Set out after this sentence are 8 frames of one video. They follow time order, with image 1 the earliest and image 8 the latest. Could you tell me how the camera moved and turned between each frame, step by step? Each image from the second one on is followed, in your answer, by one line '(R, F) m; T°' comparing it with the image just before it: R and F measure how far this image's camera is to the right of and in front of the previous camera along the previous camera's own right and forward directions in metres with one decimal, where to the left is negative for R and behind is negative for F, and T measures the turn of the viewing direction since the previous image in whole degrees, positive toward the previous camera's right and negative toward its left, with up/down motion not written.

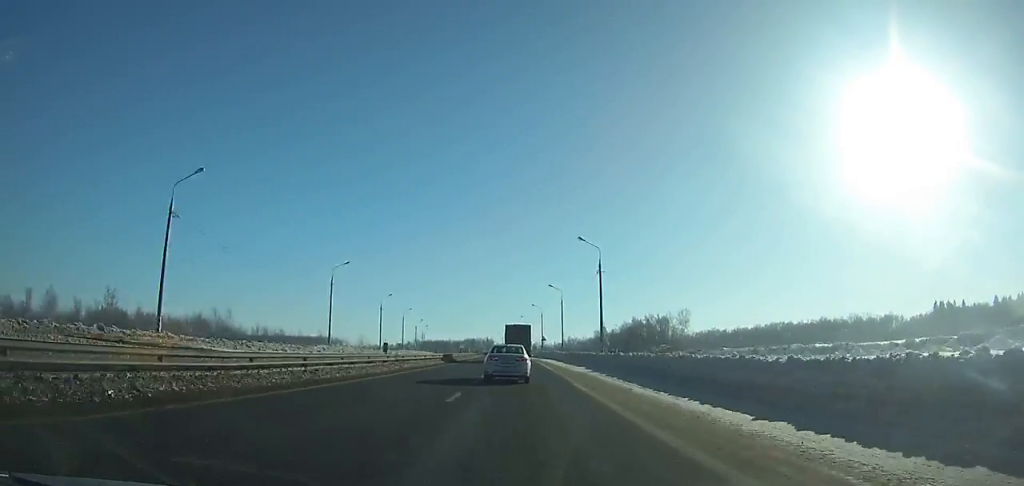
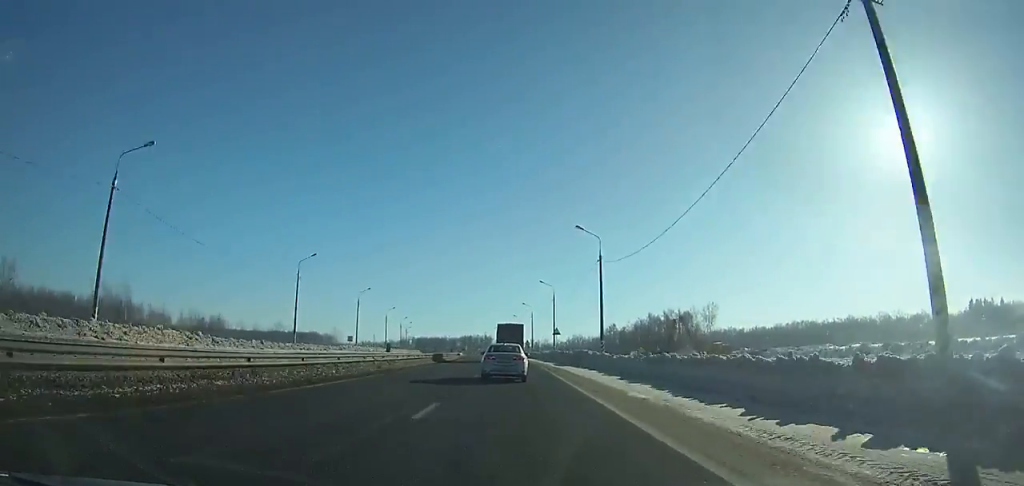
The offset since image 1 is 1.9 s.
(-0.1, +39.7) m; -1°
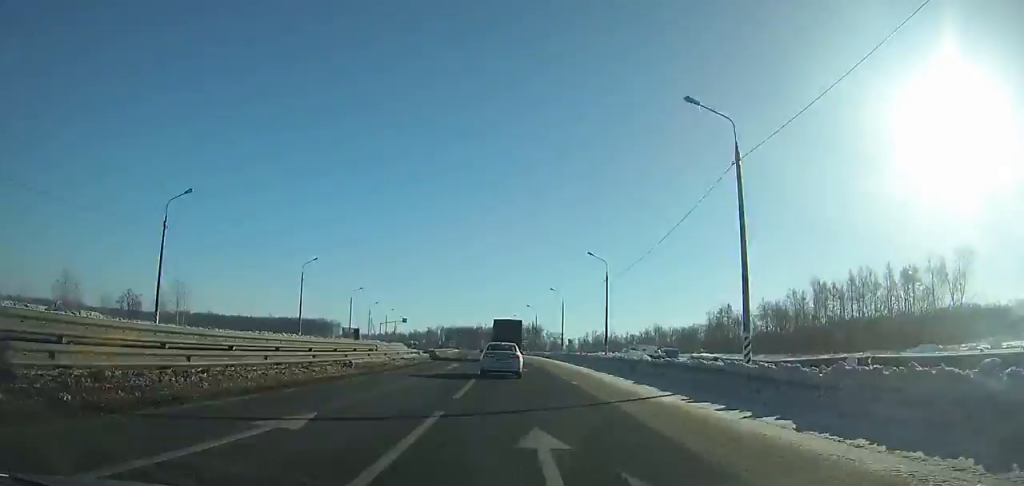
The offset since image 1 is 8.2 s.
(-6.3, +129.9) m; -6°
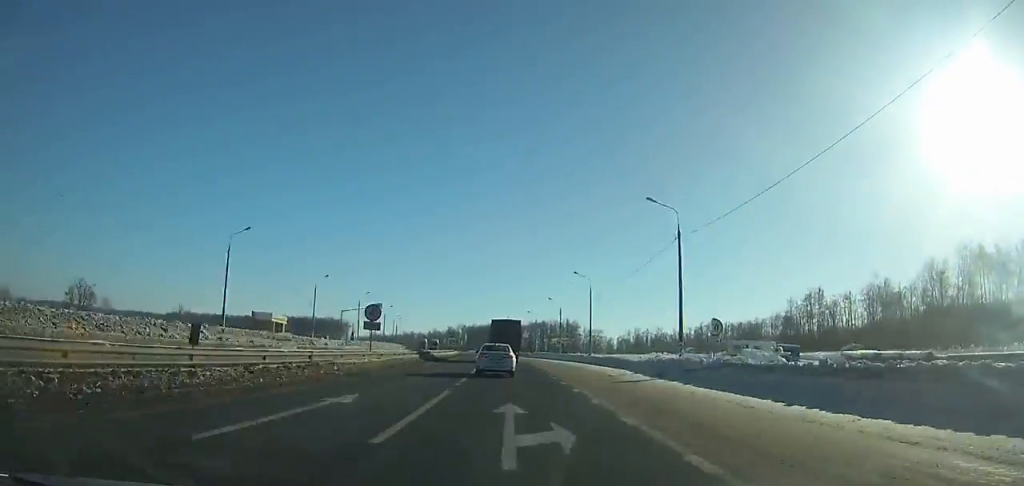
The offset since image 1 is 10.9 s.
(-0.9, +55.4) m; -2°
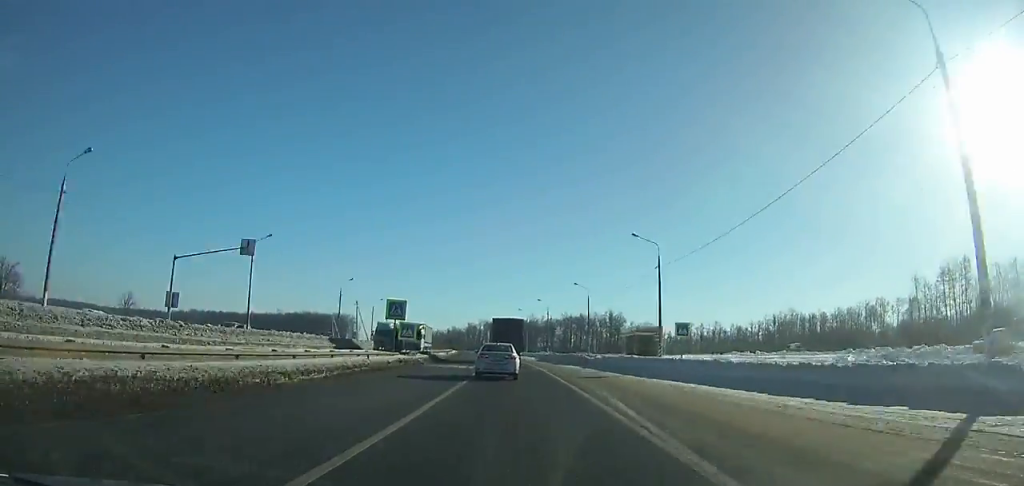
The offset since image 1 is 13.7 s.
(-1.5, +57.7) m; -3°
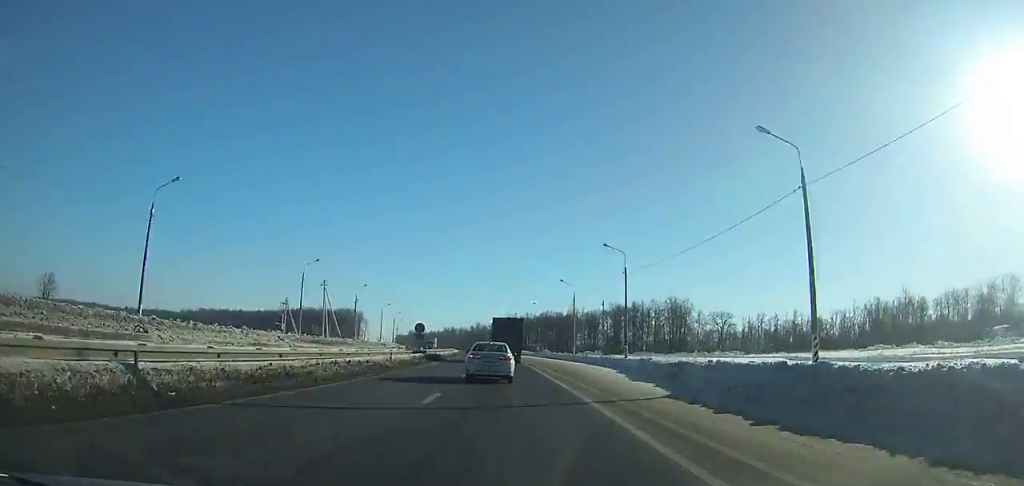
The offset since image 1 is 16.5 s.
(-1.5, +58.4) m; -4°
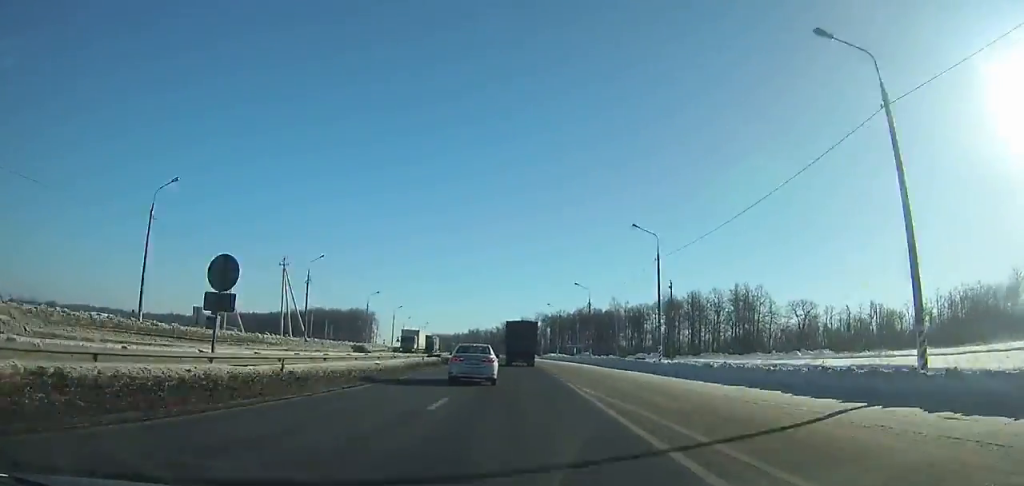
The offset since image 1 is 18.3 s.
(-1.4, +38.3) m; -2°
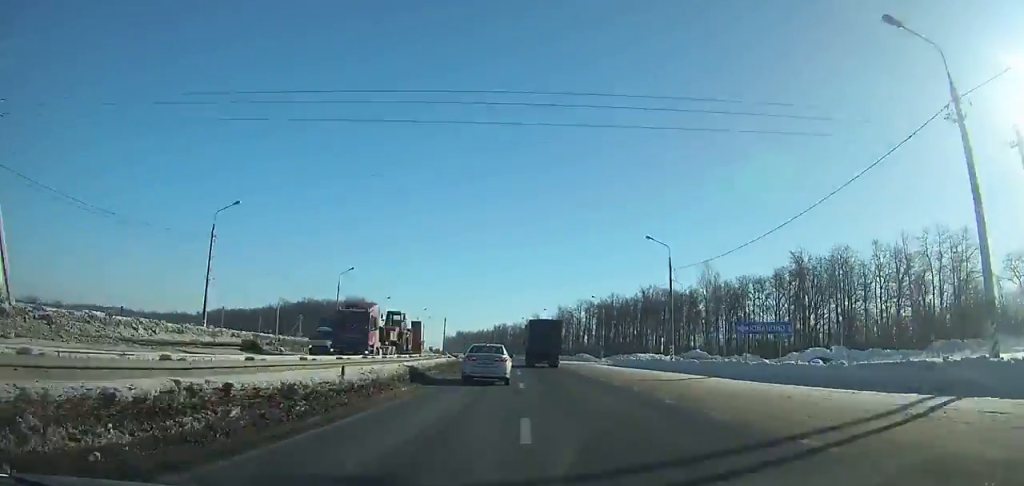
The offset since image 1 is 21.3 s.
(-1.9, +64.8) m; -3°
